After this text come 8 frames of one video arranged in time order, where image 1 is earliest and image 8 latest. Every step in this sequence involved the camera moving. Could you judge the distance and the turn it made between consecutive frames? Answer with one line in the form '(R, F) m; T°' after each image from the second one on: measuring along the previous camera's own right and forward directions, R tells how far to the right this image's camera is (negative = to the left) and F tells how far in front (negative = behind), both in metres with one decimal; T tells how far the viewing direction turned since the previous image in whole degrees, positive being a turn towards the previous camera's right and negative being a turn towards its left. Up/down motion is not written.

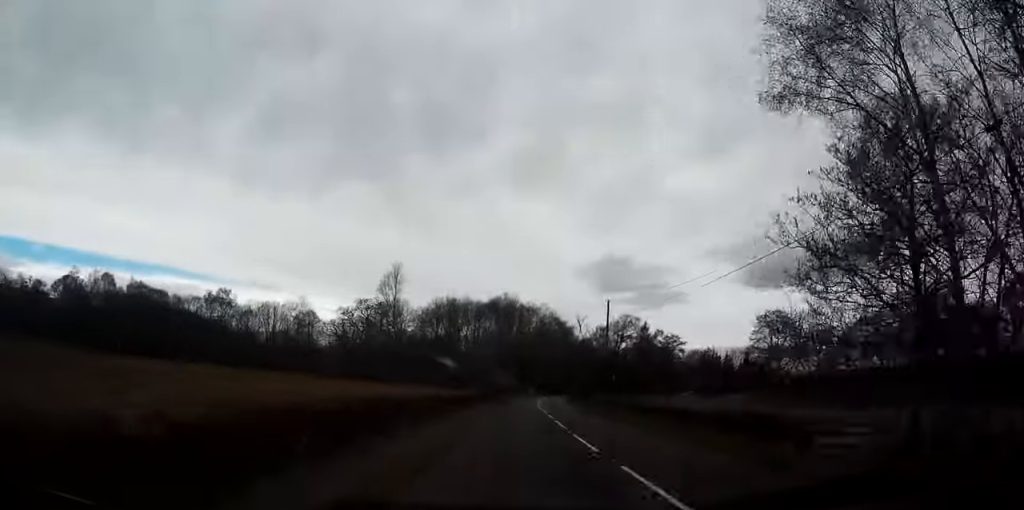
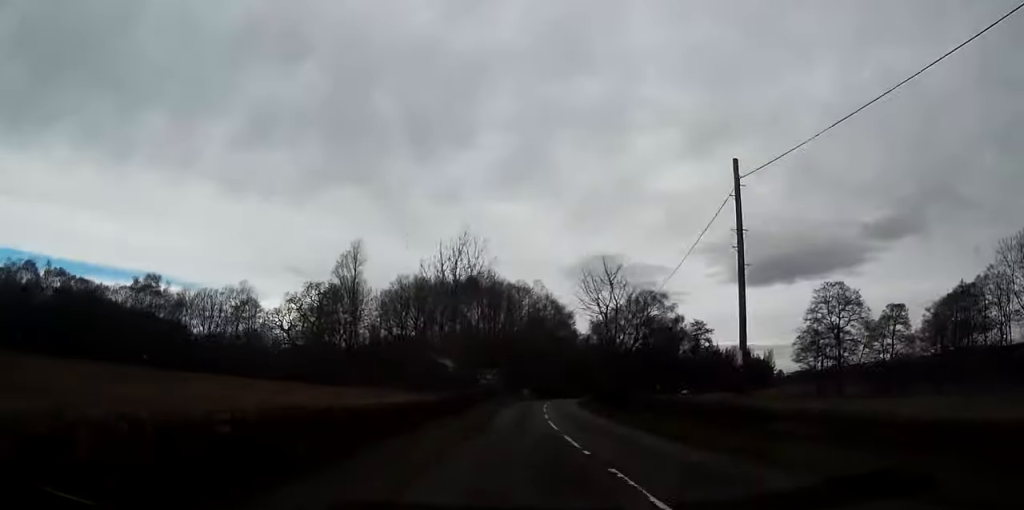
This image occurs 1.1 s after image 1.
(+0.5, +27.9) m; +2°
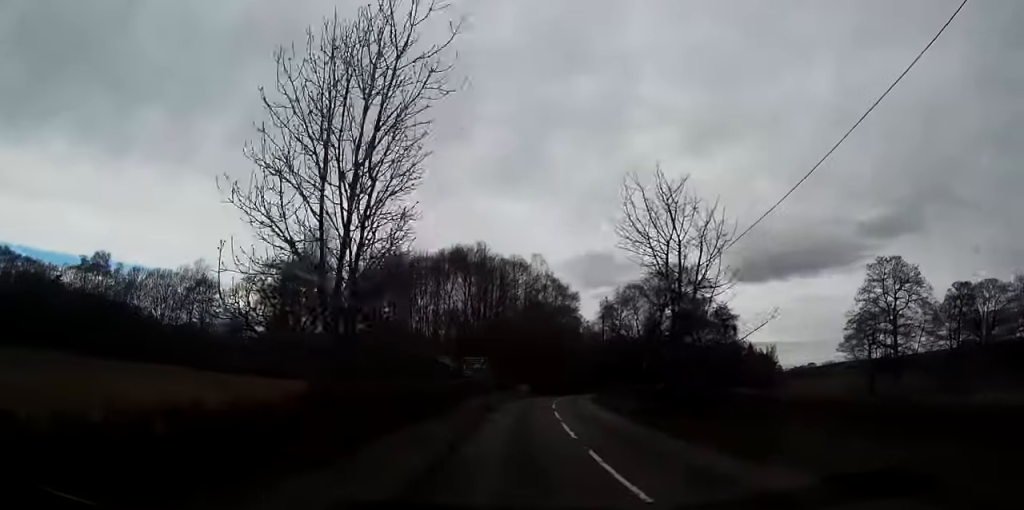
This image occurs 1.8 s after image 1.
(+0.2, +16.6) m; +1°
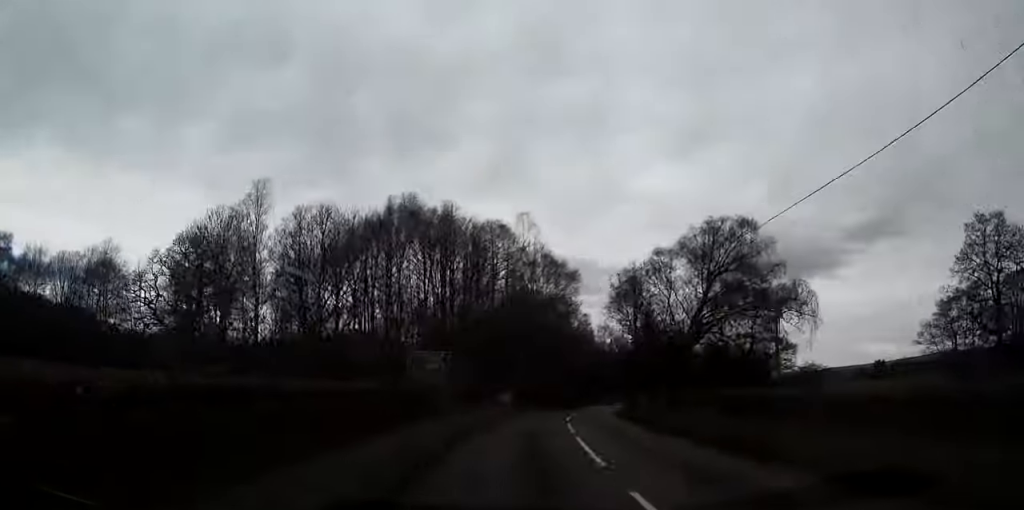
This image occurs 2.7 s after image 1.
(+0.4, +22.6) m; +2°
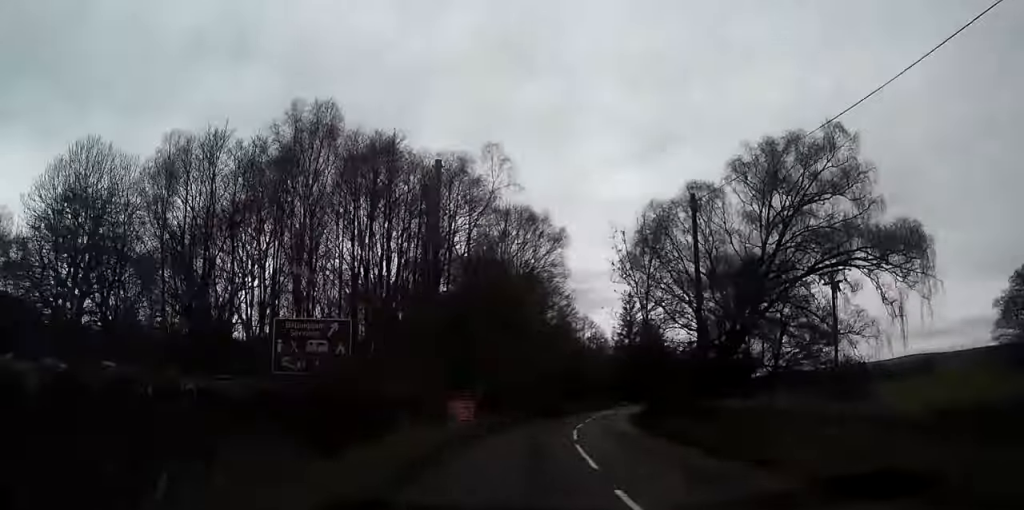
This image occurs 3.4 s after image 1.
(+0.3, +17.4) m; +2°
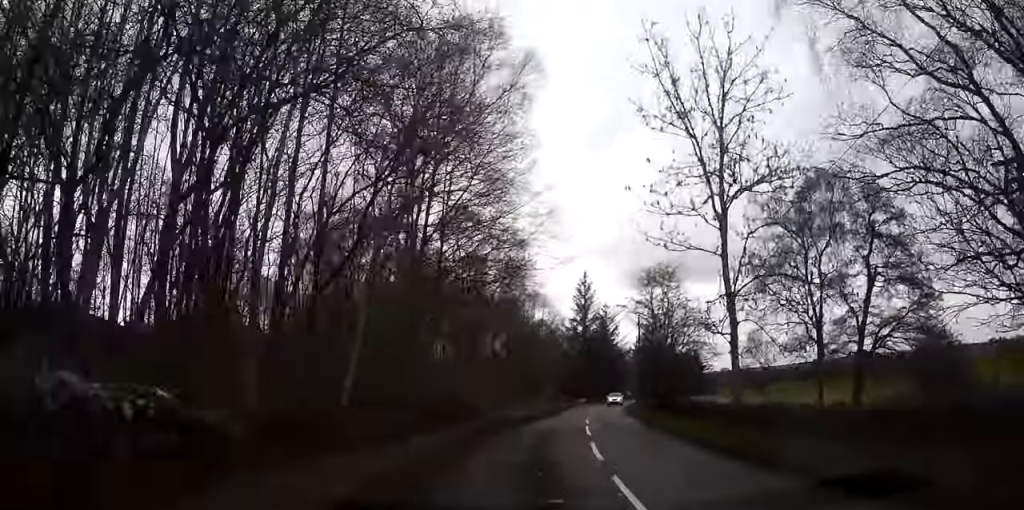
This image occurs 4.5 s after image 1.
(+0.8, +25.1) m; +4°
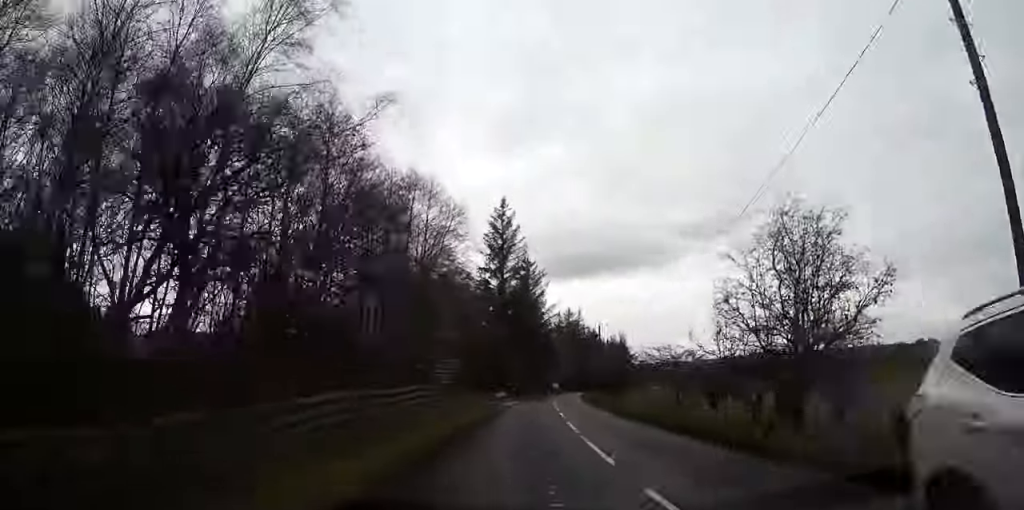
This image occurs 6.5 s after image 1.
(+3.8, +47.8) m; +8°
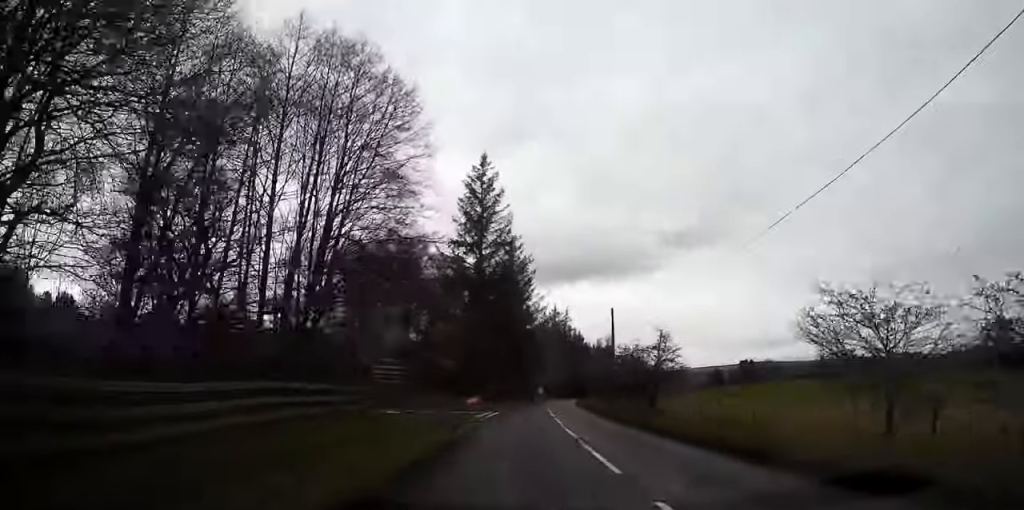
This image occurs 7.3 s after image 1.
(+0.3, +18.7) m; +2°
